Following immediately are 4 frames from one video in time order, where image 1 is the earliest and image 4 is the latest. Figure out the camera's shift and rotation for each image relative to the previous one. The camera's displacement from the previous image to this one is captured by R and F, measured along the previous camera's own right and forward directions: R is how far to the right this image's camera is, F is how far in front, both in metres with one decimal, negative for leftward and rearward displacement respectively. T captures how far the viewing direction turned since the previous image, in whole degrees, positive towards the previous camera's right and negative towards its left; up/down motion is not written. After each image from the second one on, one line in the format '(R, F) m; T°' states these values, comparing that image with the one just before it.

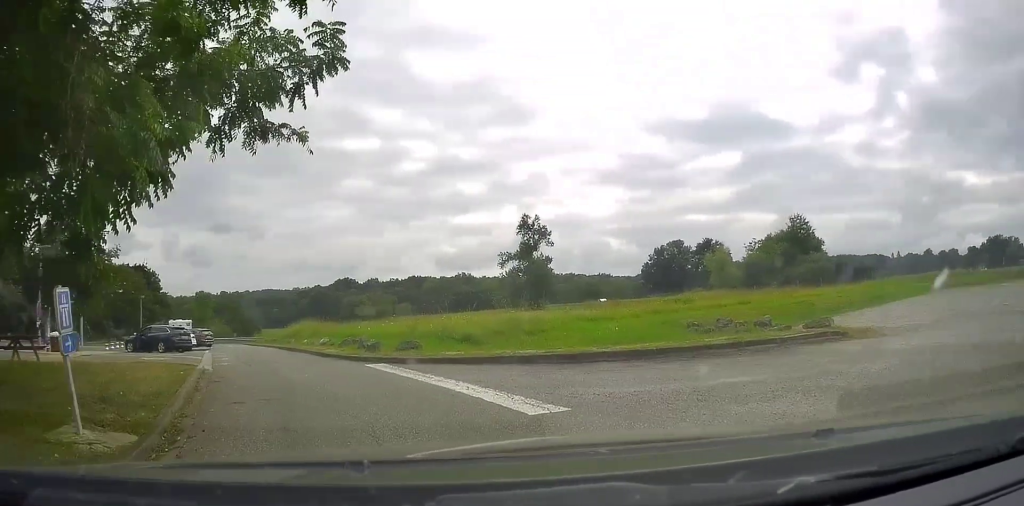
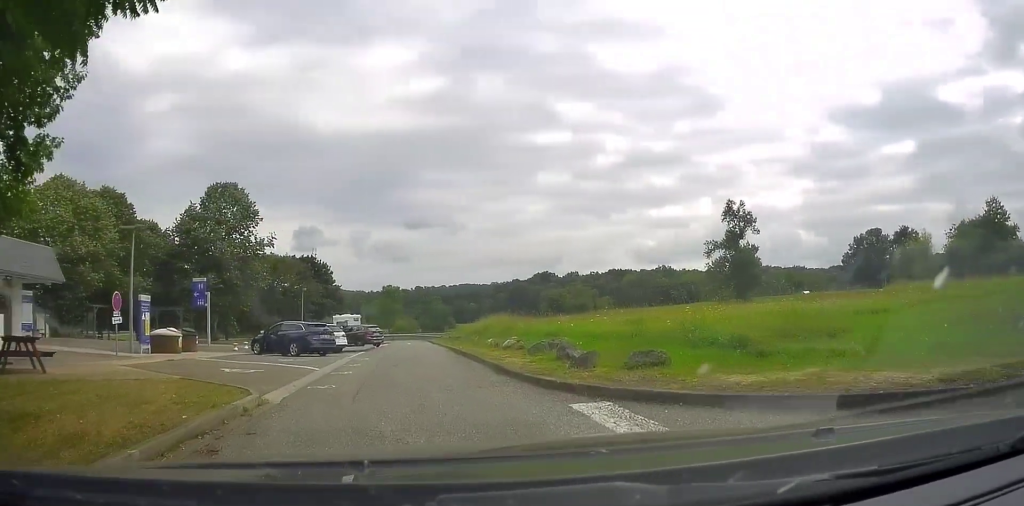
(-1.7, +7.8) m; -23°
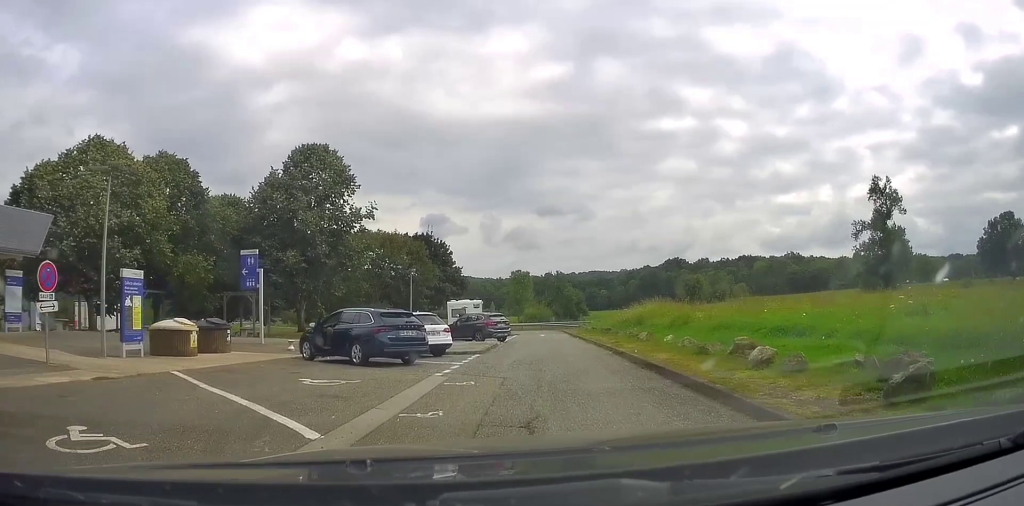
(-2.1, +10.1) m; -16°
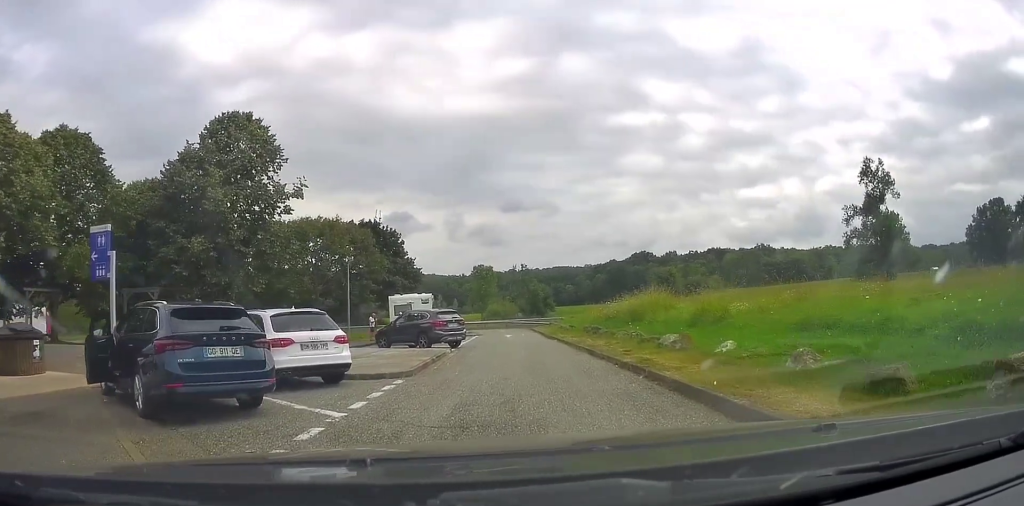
(+0.1, +7.8) m; 0°
